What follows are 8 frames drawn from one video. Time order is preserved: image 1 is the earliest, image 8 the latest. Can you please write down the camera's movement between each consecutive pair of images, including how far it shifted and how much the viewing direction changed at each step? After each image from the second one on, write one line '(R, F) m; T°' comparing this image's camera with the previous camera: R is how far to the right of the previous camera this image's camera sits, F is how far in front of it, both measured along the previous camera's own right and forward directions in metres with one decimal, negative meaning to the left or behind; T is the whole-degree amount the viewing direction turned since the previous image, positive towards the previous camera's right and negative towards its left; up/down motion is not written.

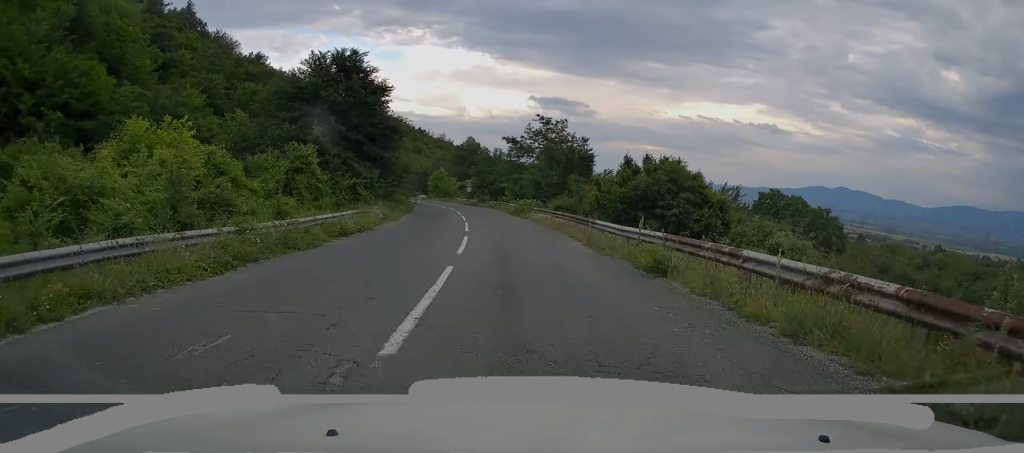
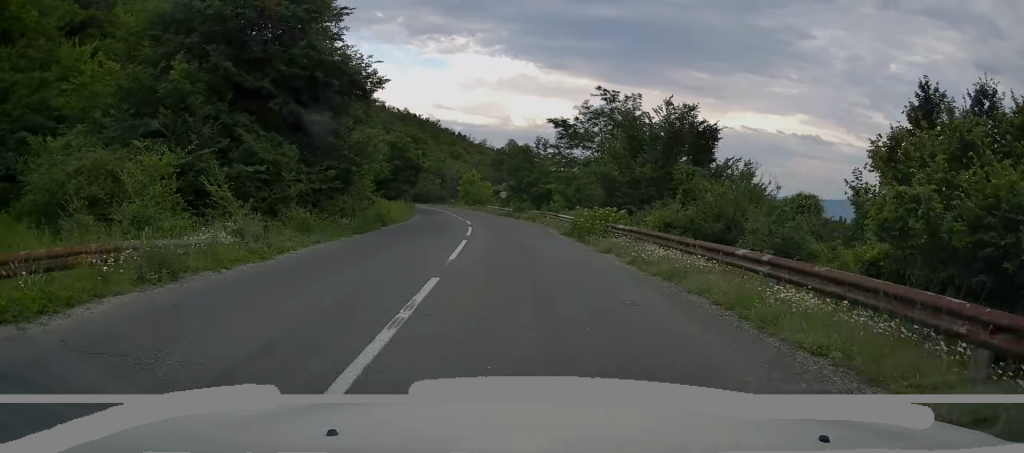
(-0.6, +19.4) m; -4°
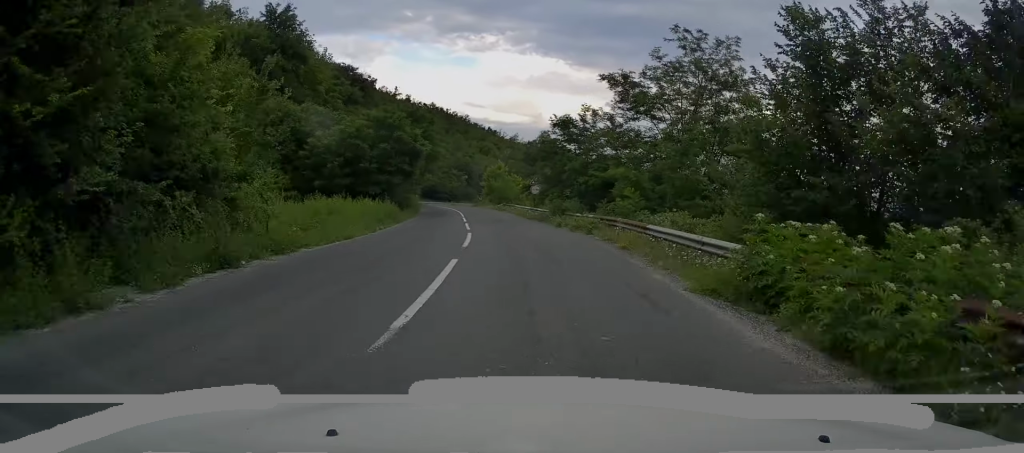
(-0.3, +15.1) m; -3°
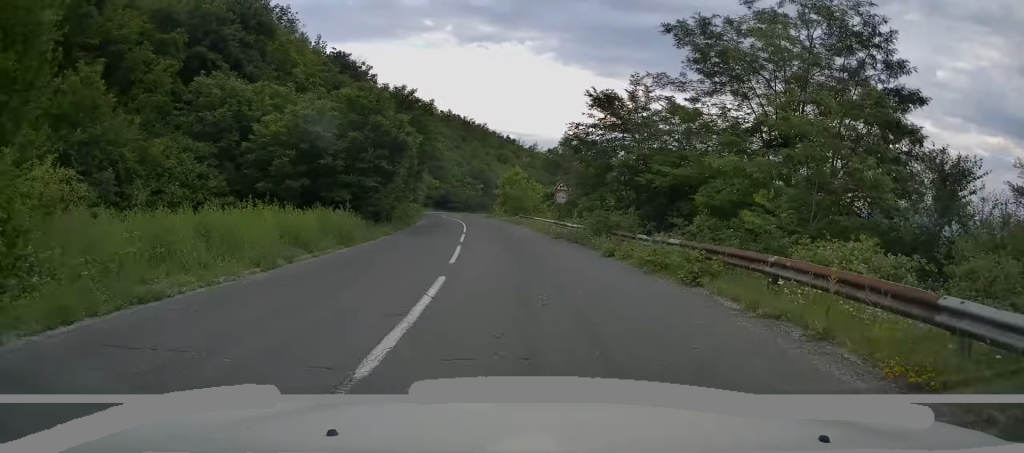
(-0.3, +10.3) m; -2°
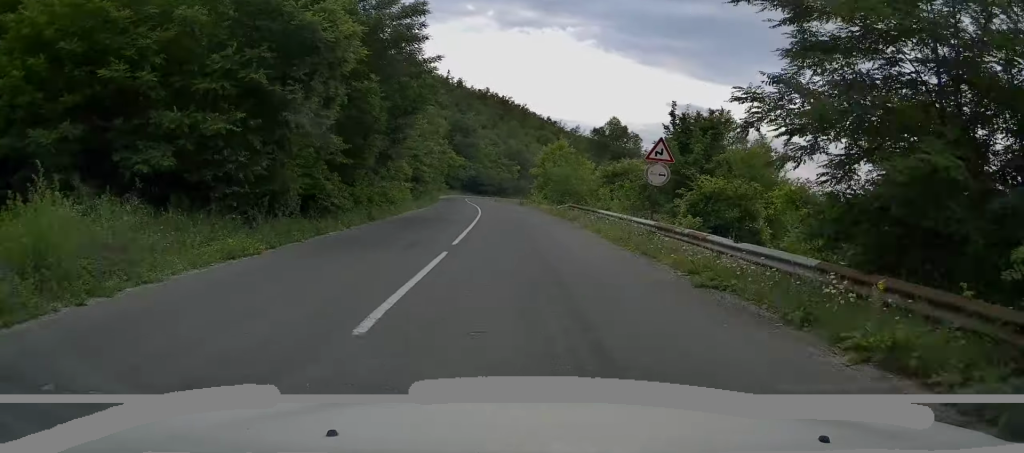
(-0.3, +16.5) m; -2°
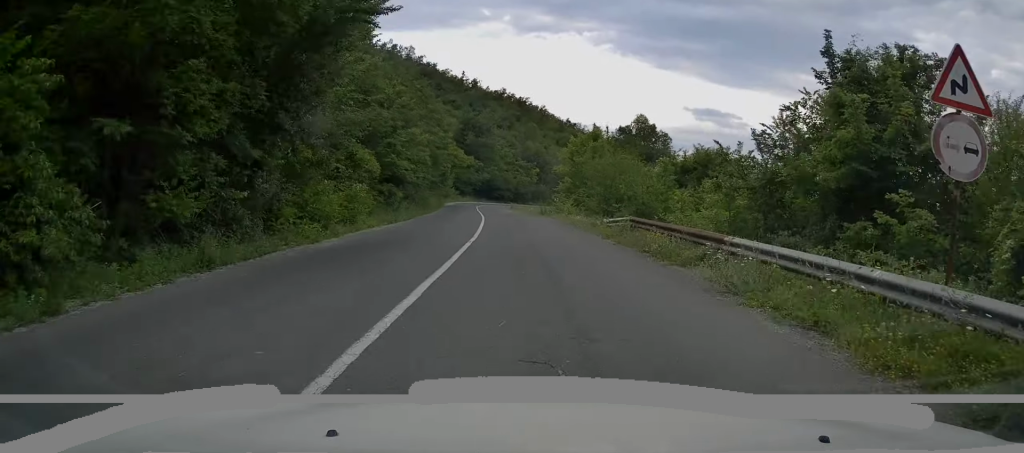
(-0.2, +12.0) m; -2°
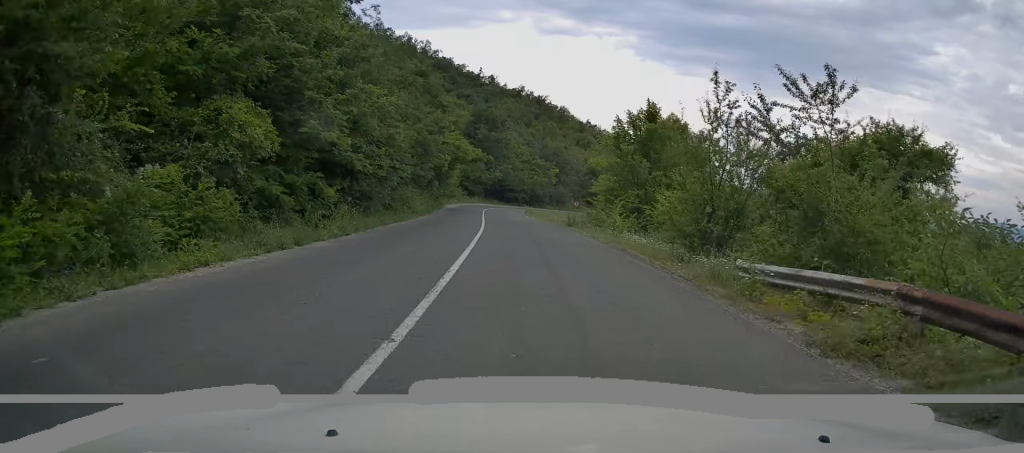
(-0.2, +12.0) m; -1°
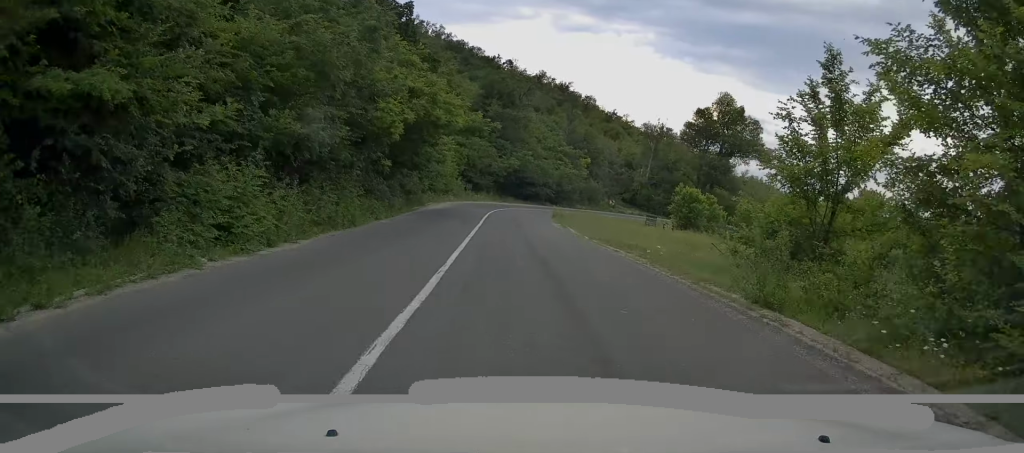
(-0.4, +20.9) m; -2°
